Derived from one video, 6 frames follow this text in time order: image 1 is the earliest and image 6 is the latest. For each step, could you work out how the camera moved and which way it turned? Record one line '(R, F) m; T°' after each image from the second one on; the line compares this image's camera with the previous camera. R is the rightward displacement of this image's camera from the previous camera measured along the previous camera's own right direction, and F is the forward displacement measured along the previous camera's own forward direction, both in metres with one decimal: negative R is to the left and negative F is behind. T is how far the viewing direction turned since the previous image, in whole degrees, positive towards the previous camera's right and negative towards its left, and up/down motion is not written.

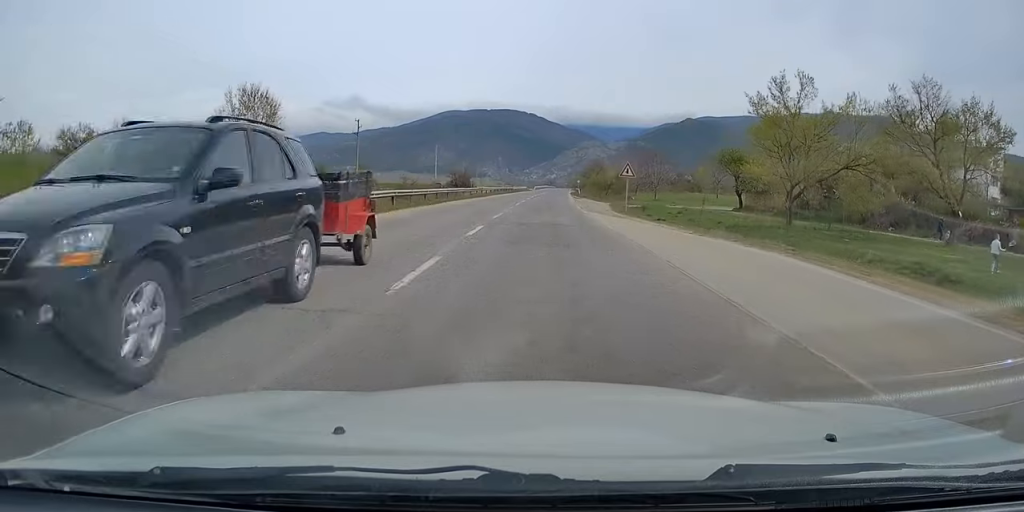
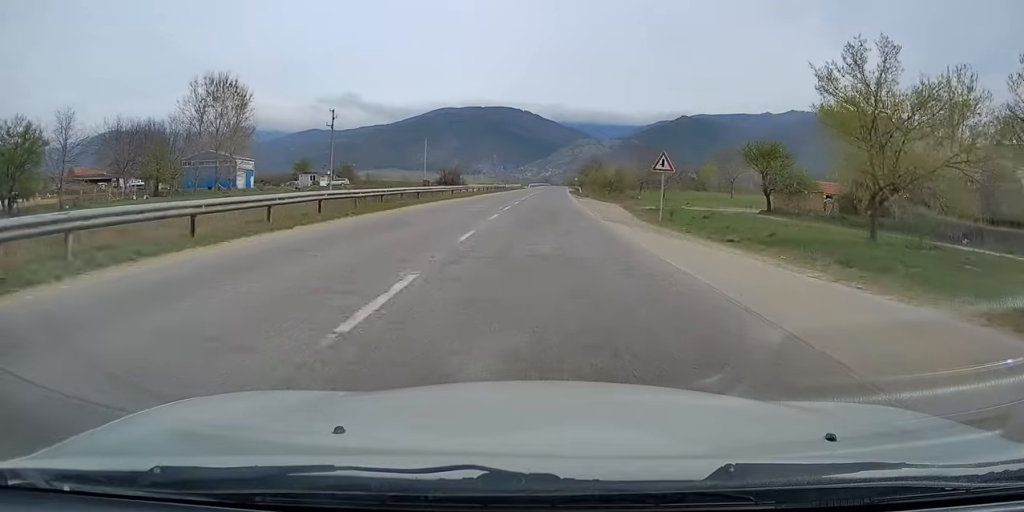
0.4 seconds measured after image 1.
(+0.2, +9.8) m; +1°
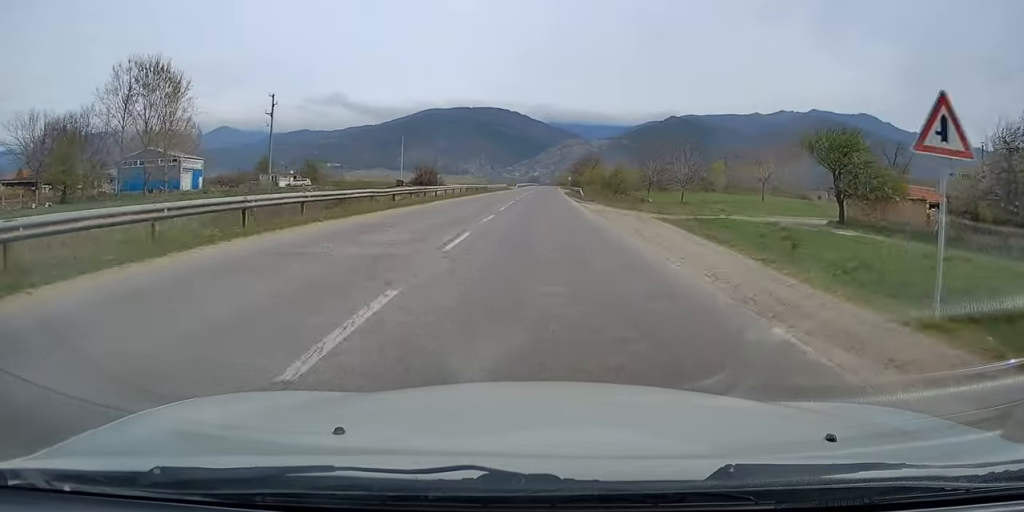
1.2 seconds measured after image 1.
(+0.2, +16.6) m; +1°
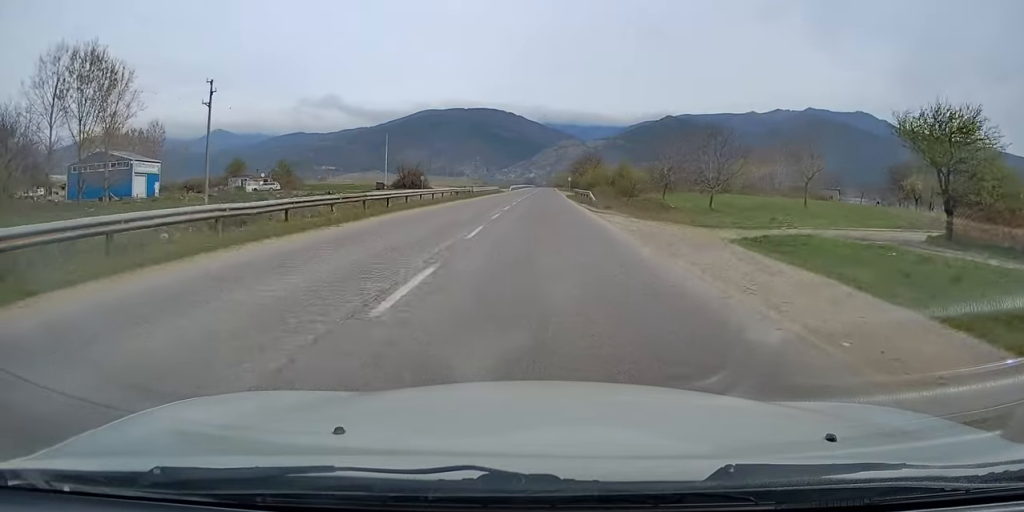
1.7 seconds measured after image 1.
(+0.1, +12.9) m; 0°
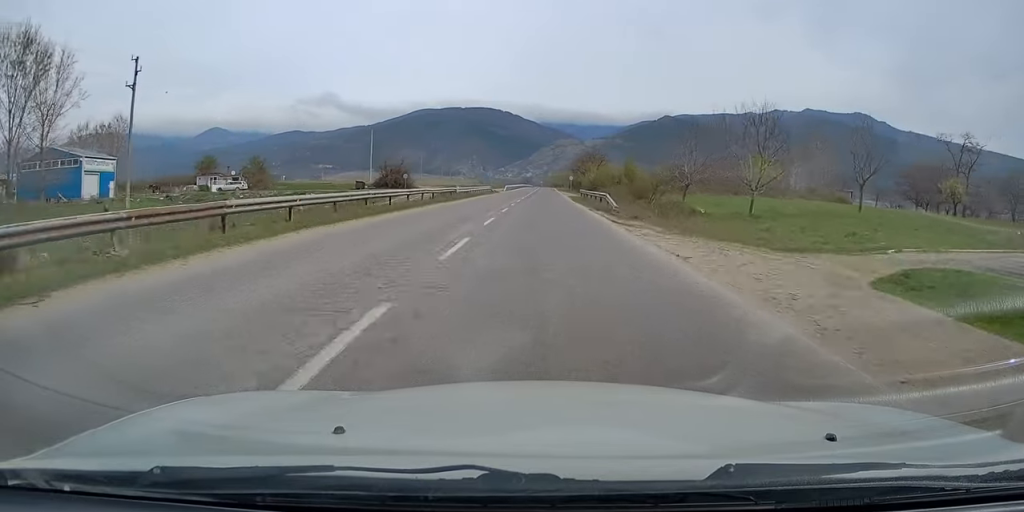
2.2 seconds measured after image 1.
(0.0, +11.4) m; 0°
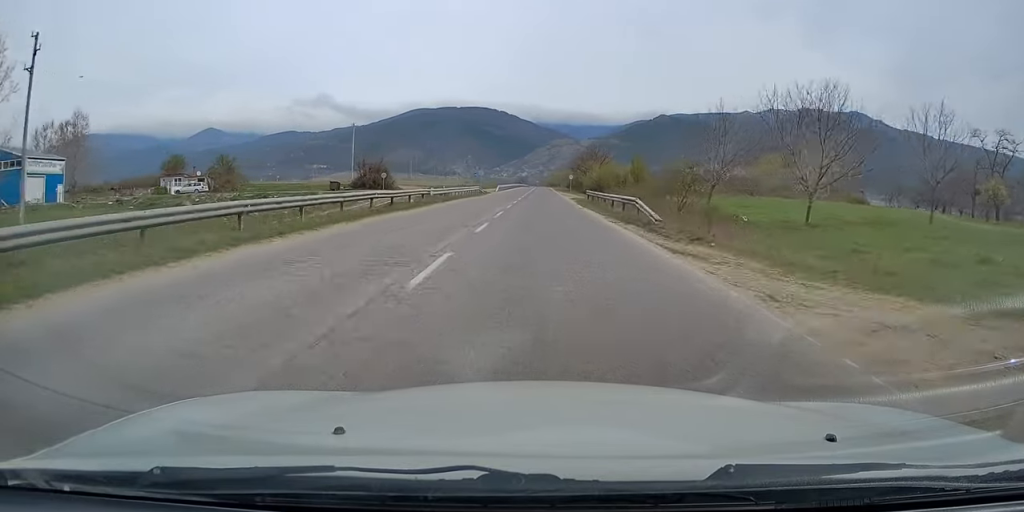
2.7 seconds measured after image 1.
(0.0, +10.6) m; 0°
